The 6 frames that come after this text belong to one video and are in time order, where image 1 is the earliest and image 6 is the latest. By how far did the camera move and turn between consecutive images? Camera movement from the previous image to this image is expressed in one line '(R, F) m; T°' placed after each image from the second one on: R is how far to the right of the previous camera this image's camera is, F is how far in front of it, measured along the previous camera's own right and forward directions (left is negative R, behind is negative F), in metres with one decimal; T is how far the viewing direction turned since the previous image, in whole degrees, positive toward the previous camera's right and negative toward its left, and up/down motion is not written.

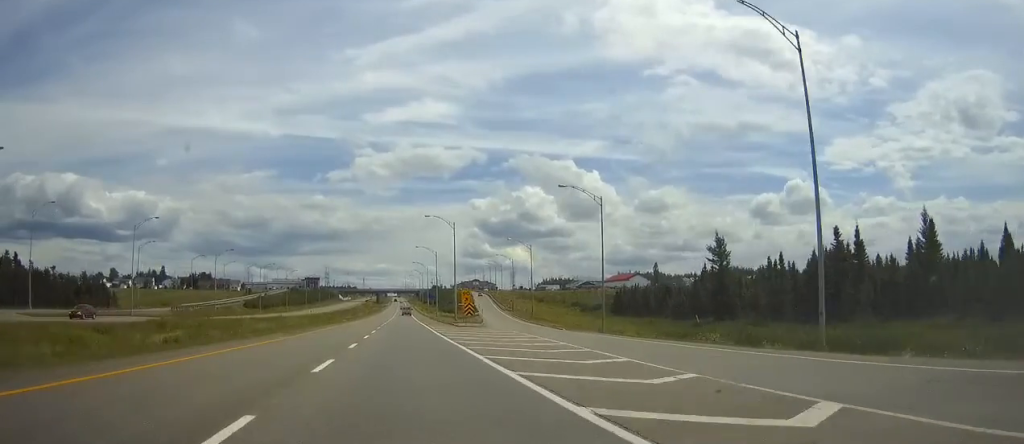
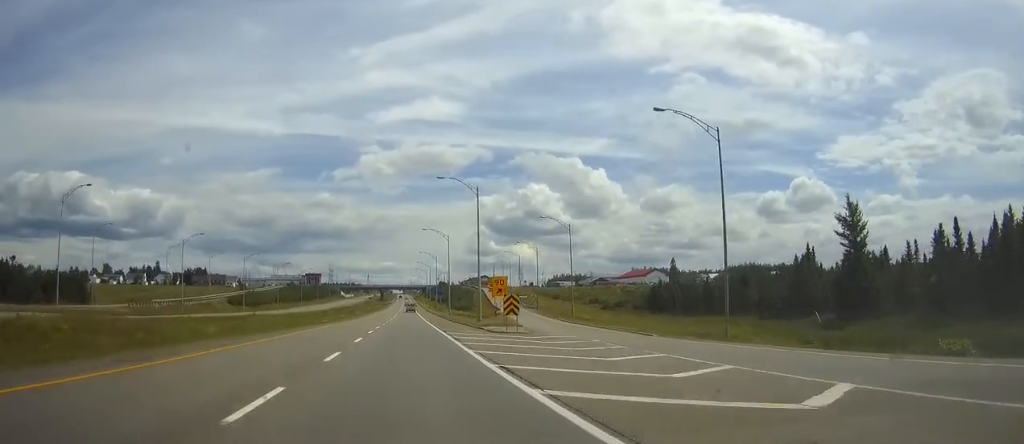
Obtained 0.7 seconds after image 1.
(-0.1, +23.8) m; 0°
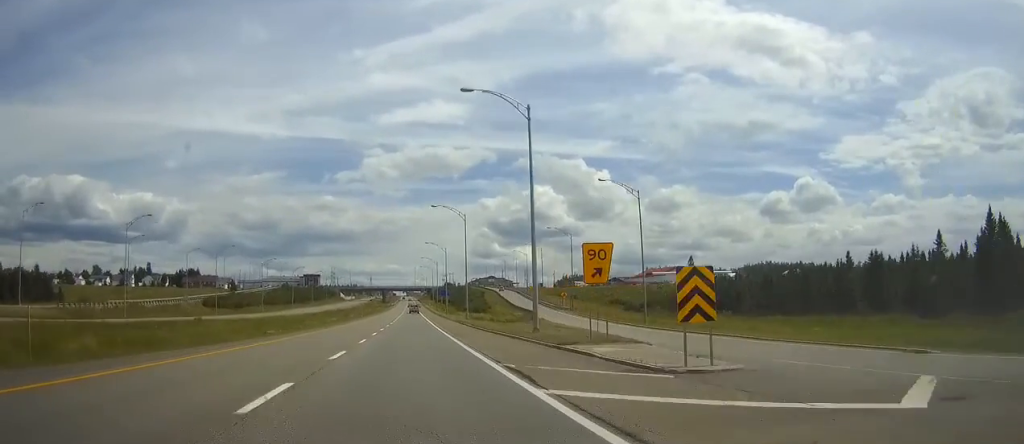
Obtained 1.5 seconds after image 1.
(-0.1, +26.0) m; 0°
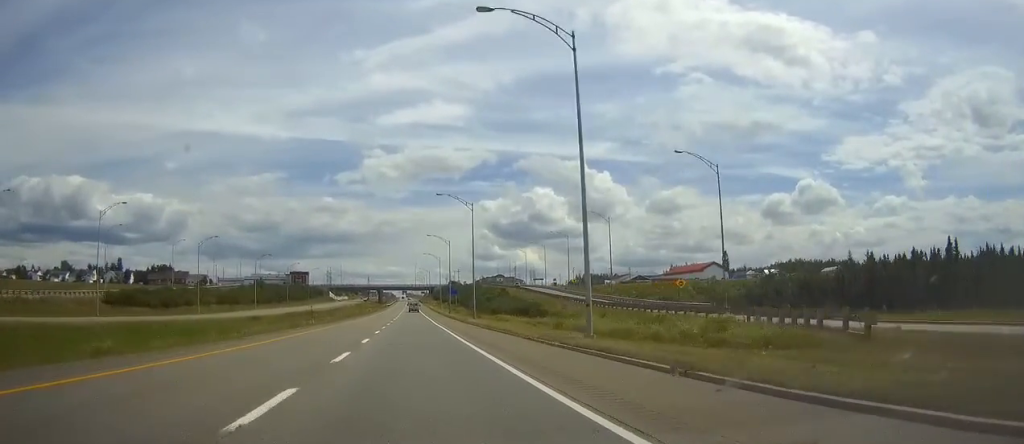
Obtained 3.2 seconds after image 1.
(-0.2, +54.0) m; 0°
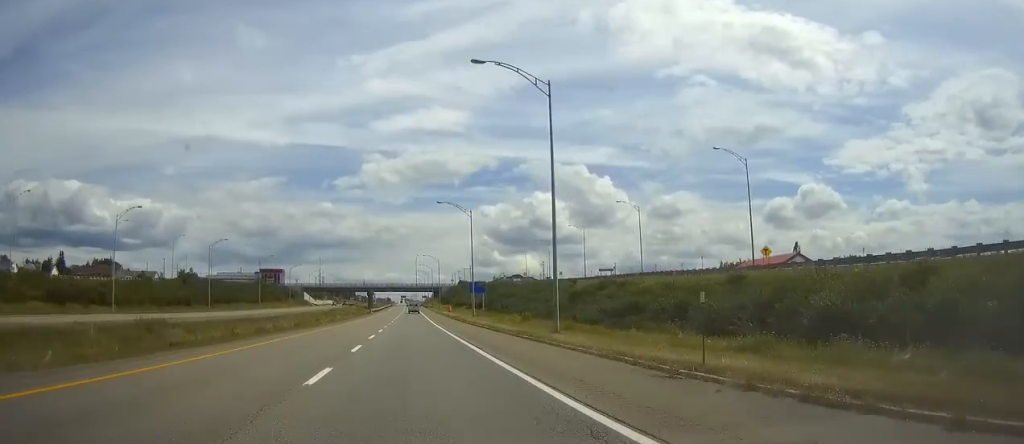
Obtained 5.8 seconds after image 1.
(+0.1, +84.2) m; 0°
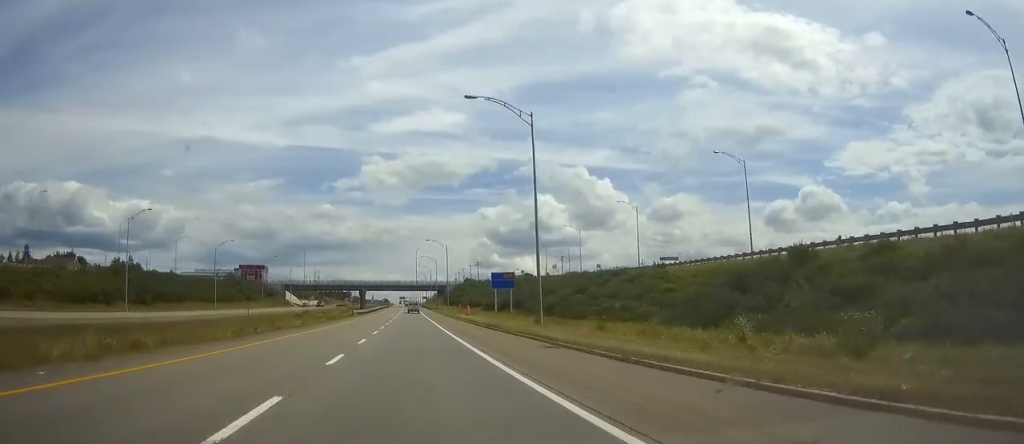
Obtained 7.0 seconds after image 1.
(-0.1, +39.9) m; 0°
